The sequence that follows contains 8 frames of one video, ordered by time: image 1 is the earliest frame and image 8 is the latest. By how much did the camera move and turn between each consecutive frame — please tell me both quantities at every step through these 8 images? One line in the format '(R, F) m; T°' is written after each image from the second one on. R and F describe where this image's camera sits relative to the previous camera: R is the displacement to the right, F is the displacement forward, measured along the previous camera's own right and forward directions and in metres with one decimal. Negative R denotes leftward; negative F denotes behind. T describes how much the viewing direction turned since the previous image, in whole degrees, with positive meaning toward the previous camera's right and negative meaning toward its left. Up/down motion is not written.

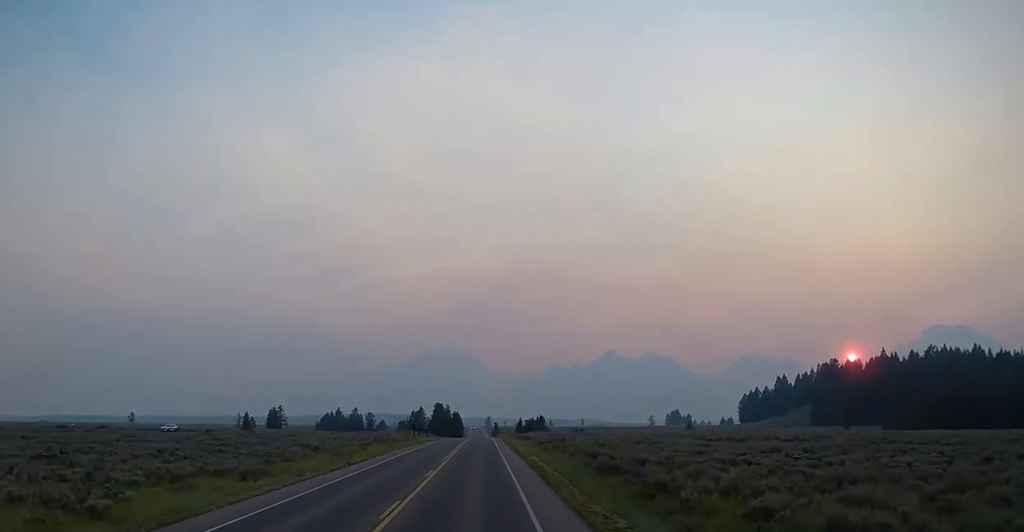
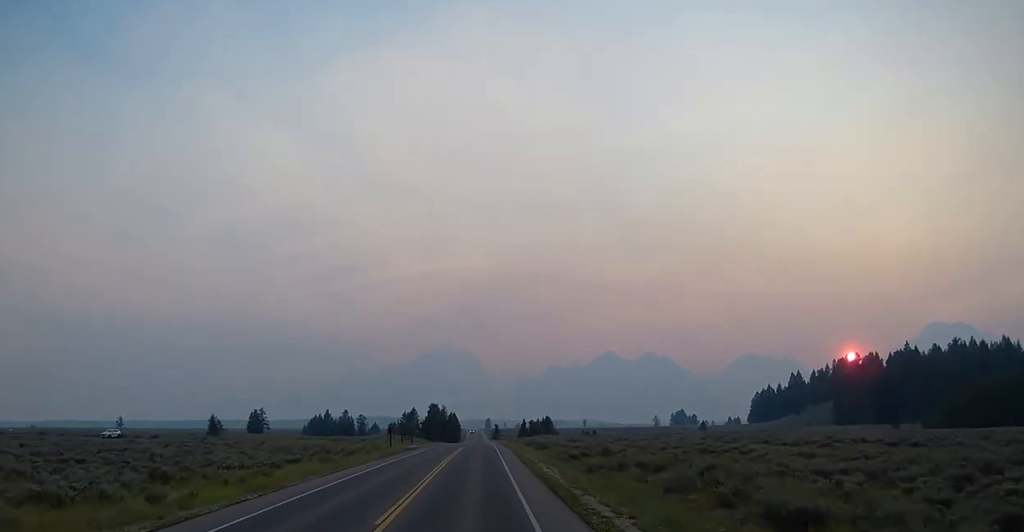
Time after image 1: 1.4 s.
(+0.4, +24.1) m; +1°
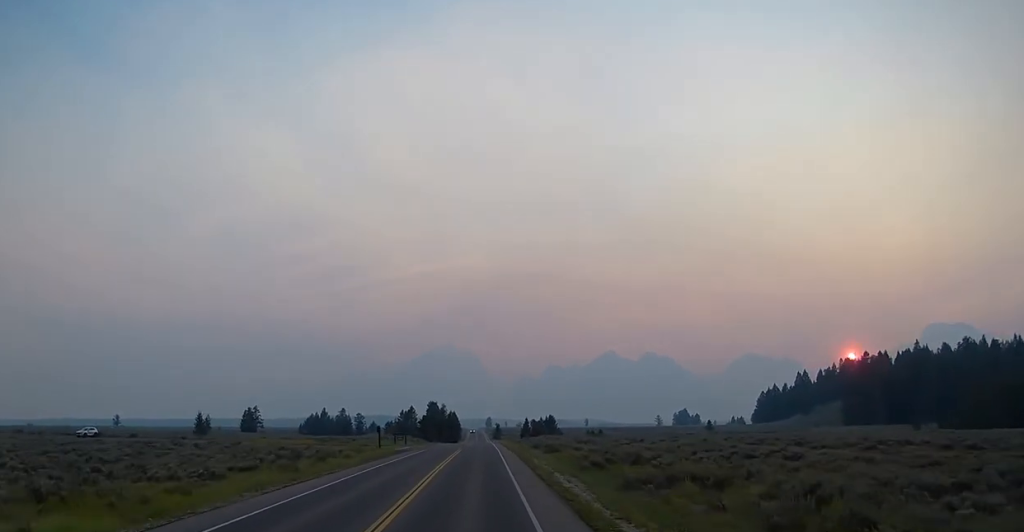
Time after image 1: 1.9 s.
(+0.1, +8.9) m; 0°
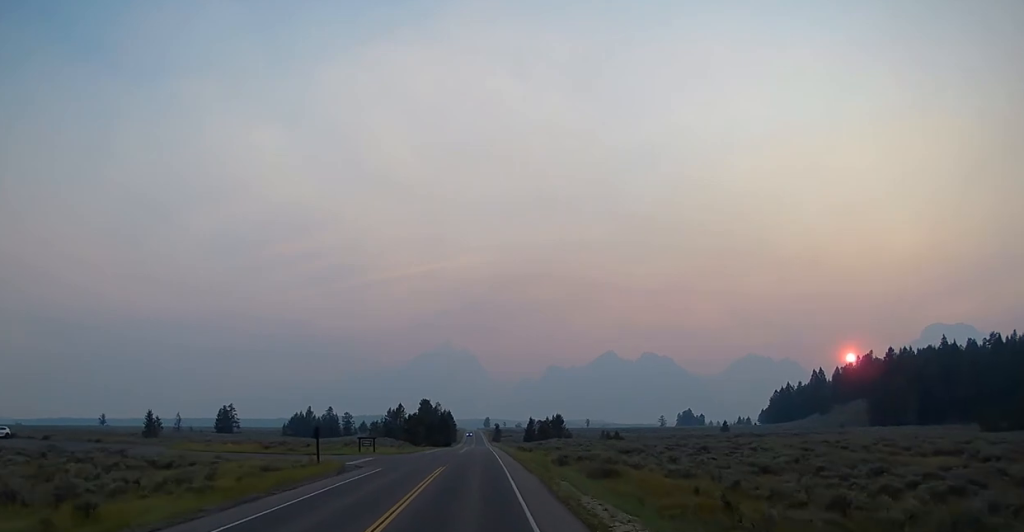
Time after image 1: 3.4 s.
(-0.2, +24.6) m; -1°
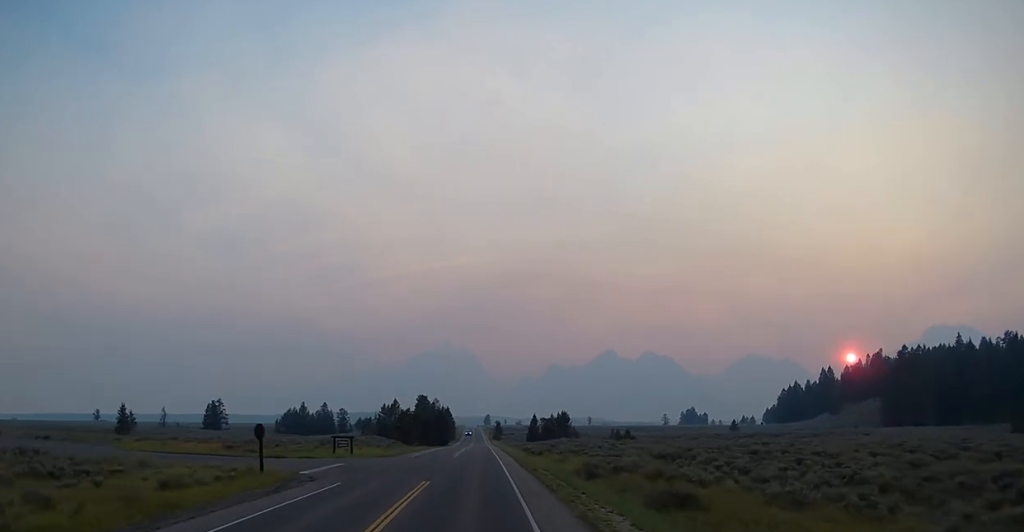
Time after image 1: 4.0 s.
(0.0, +10.9) m; 0°
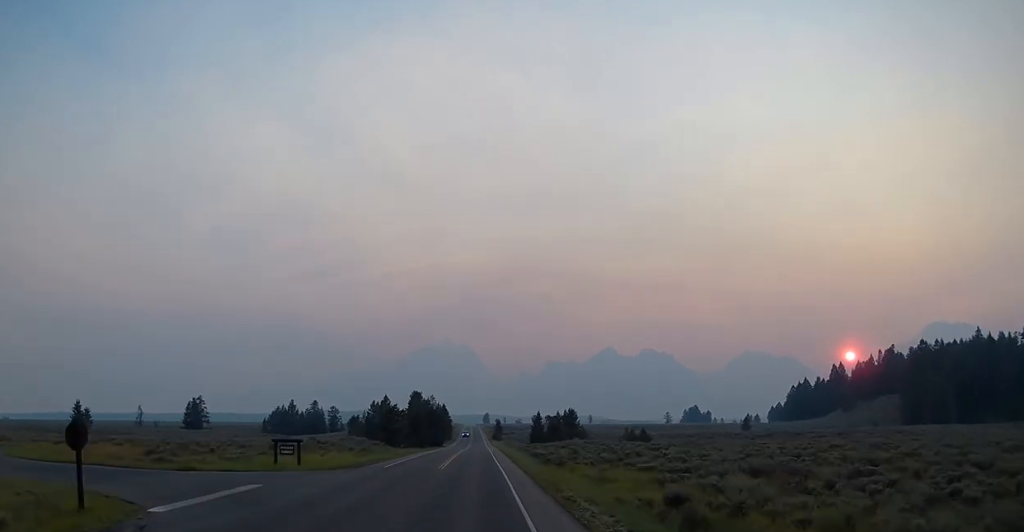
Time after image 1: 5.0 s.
(0.0, +15.2) m; 0°
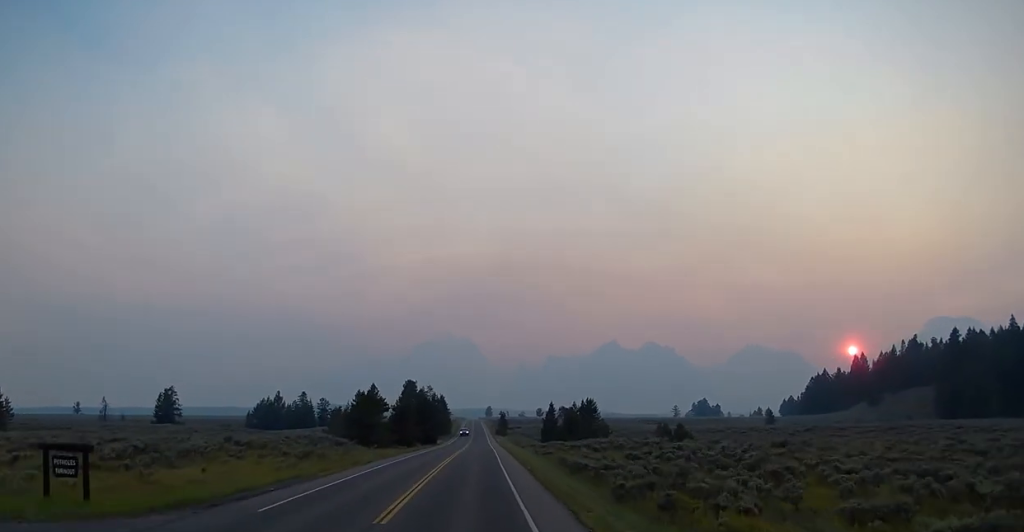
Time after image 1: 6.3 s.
(+0.1, +23.0) m; 0°
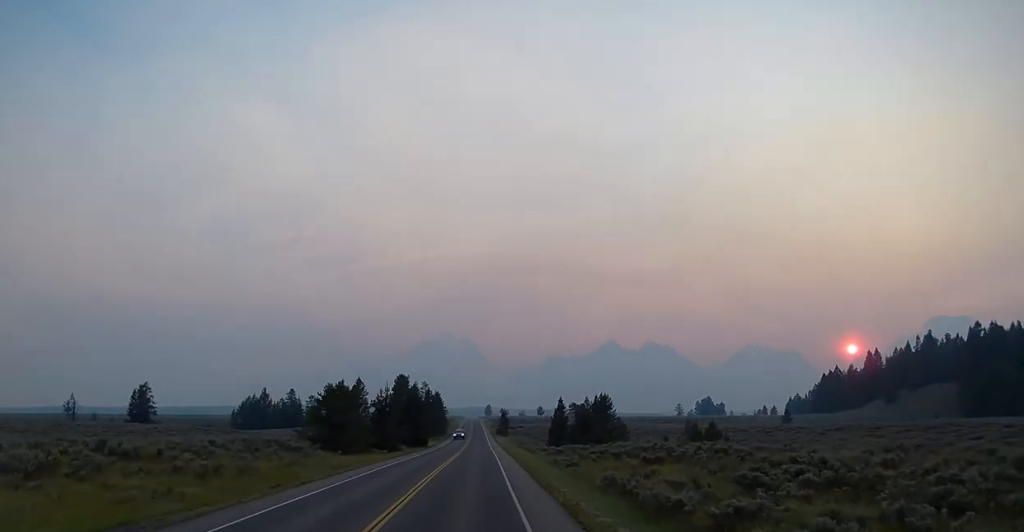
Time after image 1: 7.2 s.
(+0.1, +16.4) m; 0°
